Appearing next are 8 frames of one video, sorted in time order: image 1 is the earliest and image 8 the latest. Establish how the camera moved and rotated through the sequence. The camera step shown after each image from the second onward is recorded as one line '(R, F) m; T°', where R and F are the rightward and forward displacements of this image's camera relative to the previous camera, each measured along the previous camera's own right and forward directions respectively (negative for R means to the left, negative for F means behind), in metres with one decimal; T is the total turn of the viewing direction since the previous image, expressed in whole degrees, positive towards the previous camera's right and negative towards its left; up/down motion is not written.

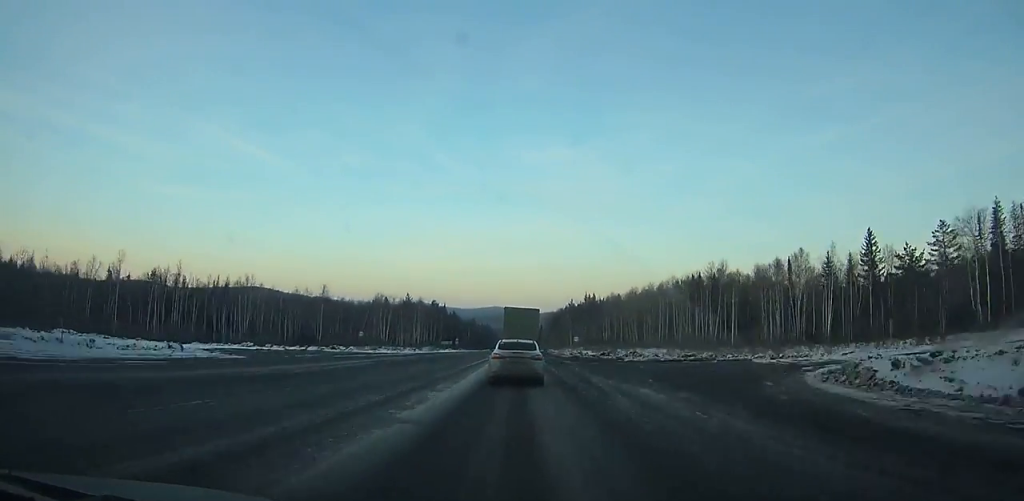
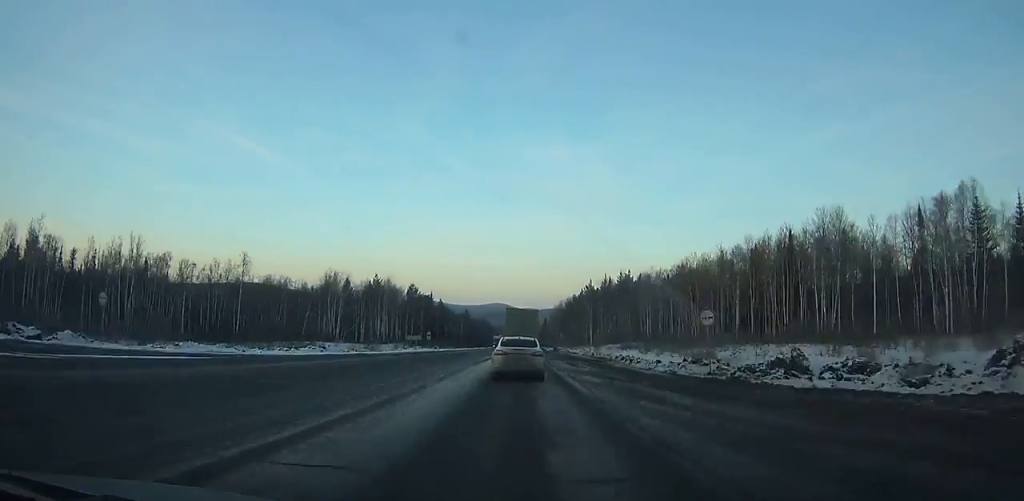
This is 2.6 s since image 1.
(+0.2, +52.4) m; +1°
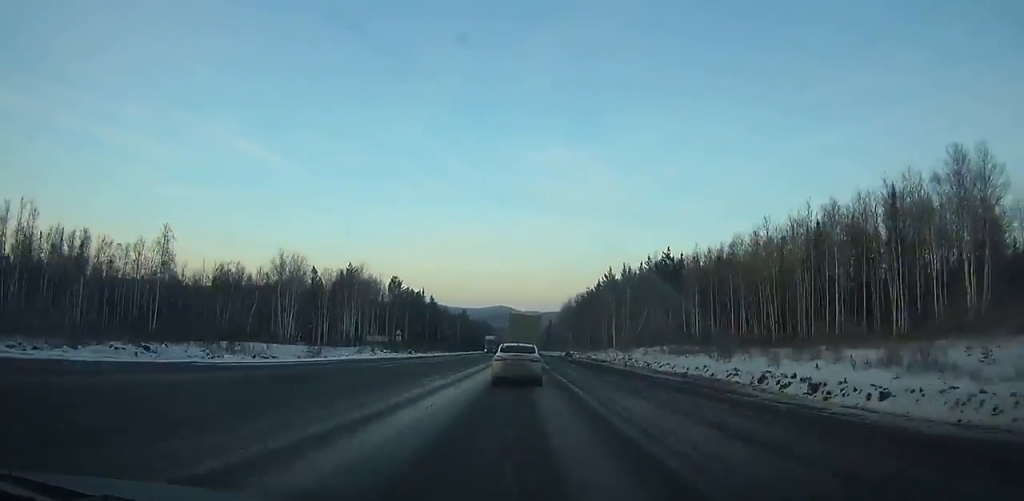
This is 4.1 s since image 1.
(0.0, +30.5) m; 0°
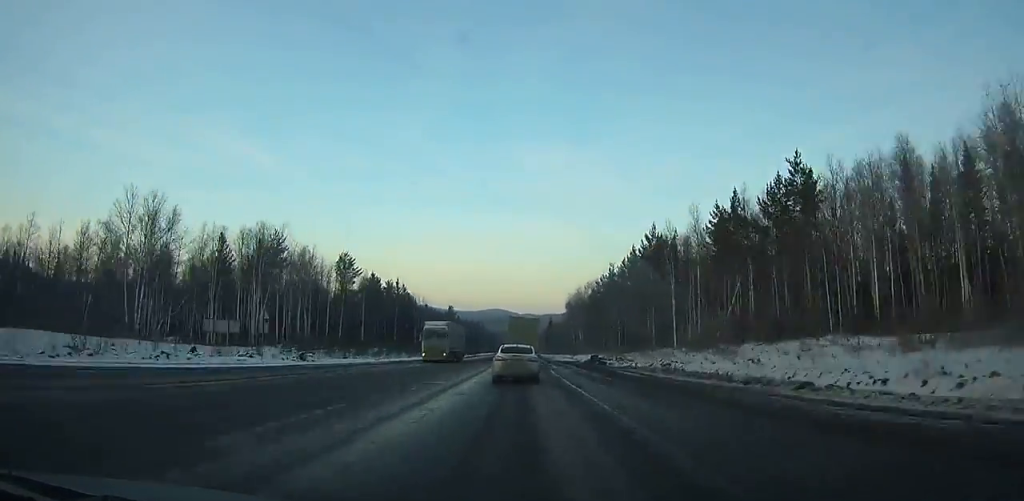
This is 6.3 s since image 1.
(+1.0, +46.6) m; -1°
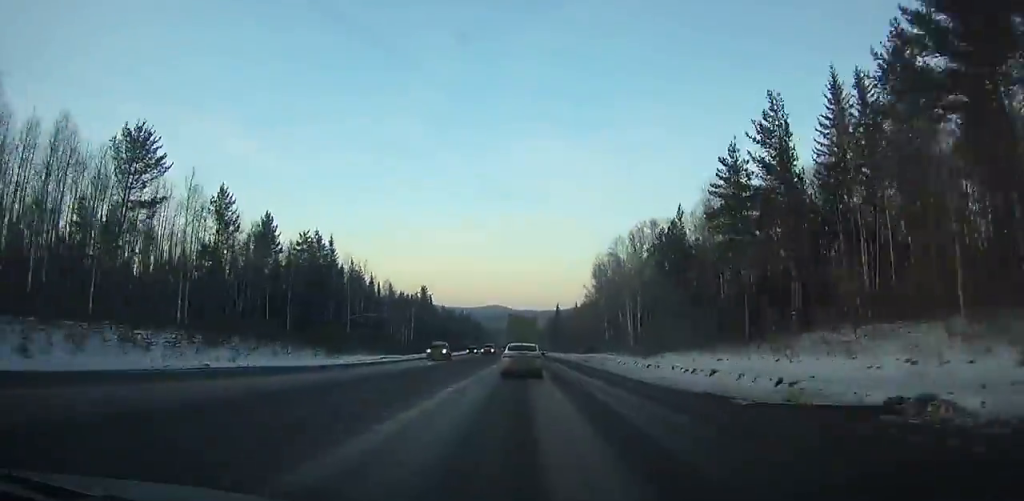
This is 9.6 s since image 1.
(-2.9, +74.5) m; -1°
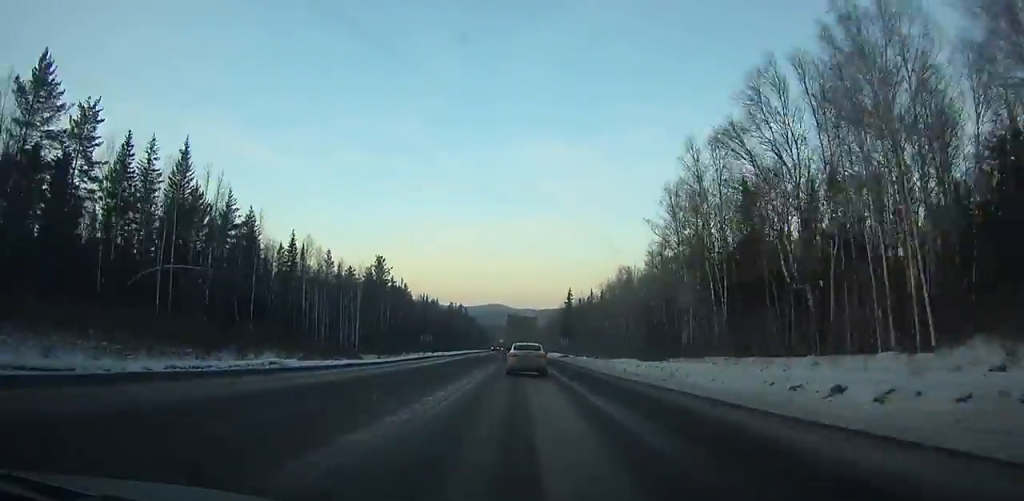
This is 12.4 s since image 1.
(+1.4, +64.4) m; +1°
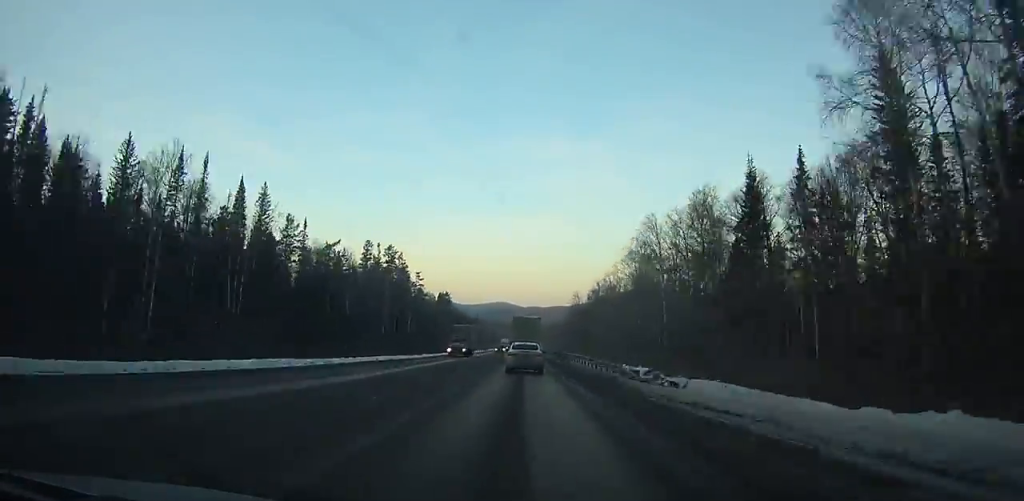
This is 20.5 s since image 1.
(+0.3, +183.3) m; 0°
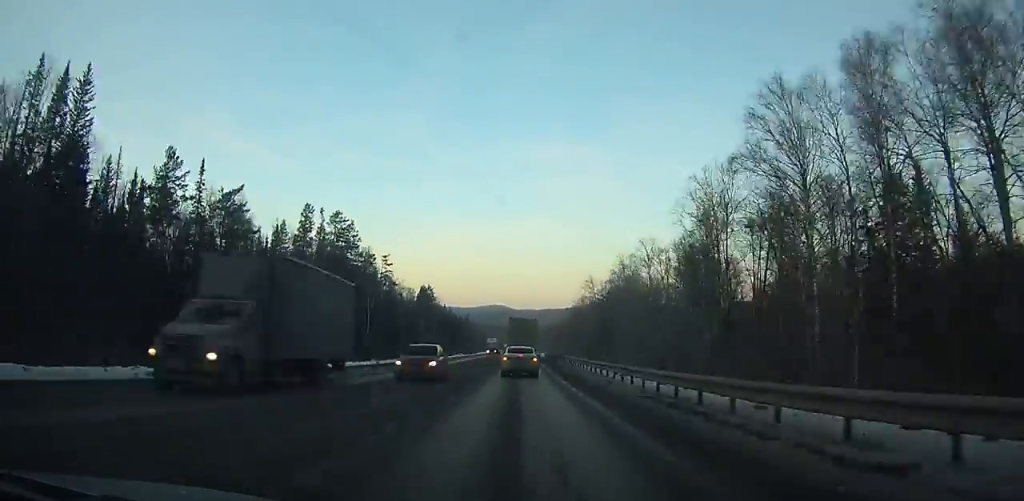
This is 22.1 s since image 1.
(0.0, +35.9) m; 0°
